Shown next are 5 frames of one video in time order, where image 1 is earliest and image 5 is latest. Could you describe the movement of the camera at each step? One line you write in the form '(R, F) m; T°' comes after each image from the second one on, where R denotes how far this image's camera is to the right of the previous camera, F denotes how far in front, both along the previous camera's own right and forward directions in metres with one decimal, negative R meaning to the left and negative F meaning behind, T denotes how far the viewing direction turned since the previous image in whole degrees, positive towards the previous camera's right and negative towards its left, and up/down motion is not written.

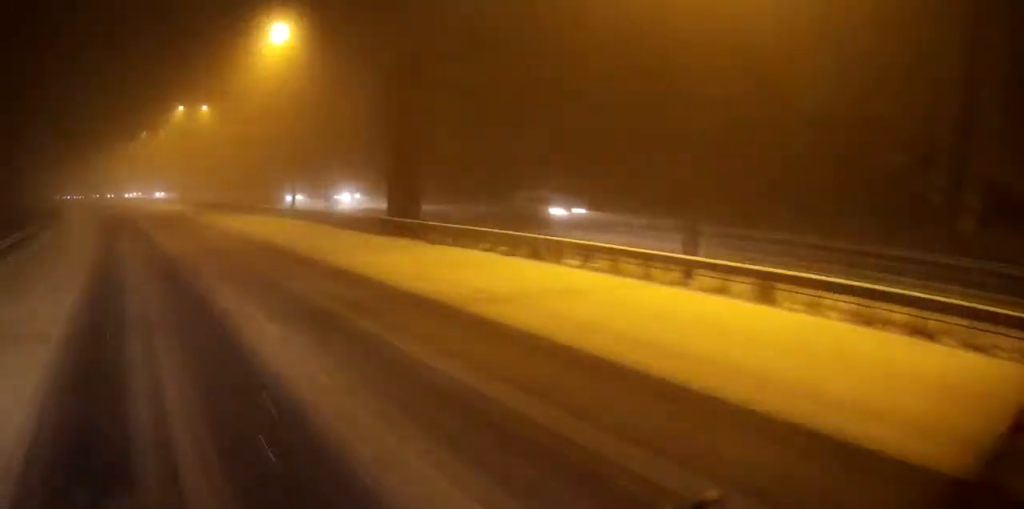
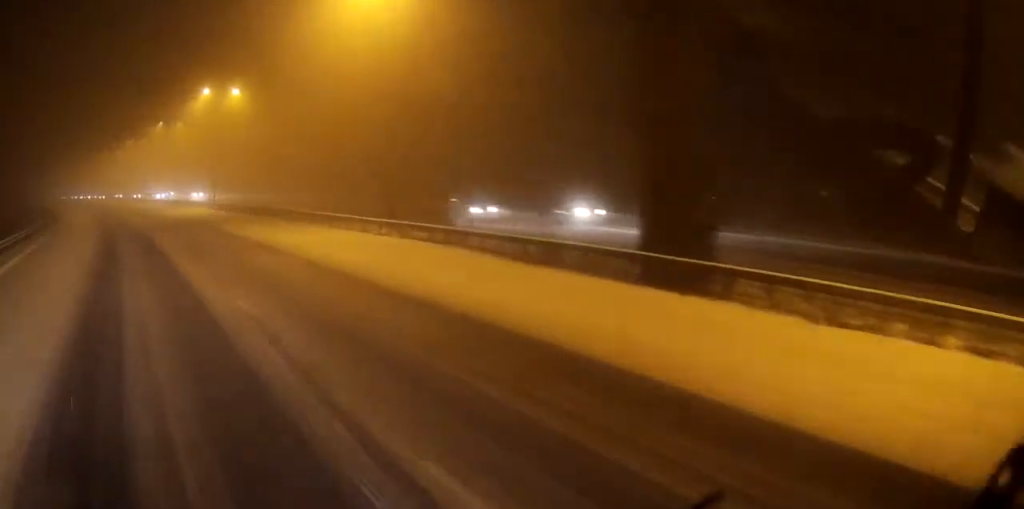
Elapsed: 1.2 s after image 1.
(-0.3, +16.1) m; -1°
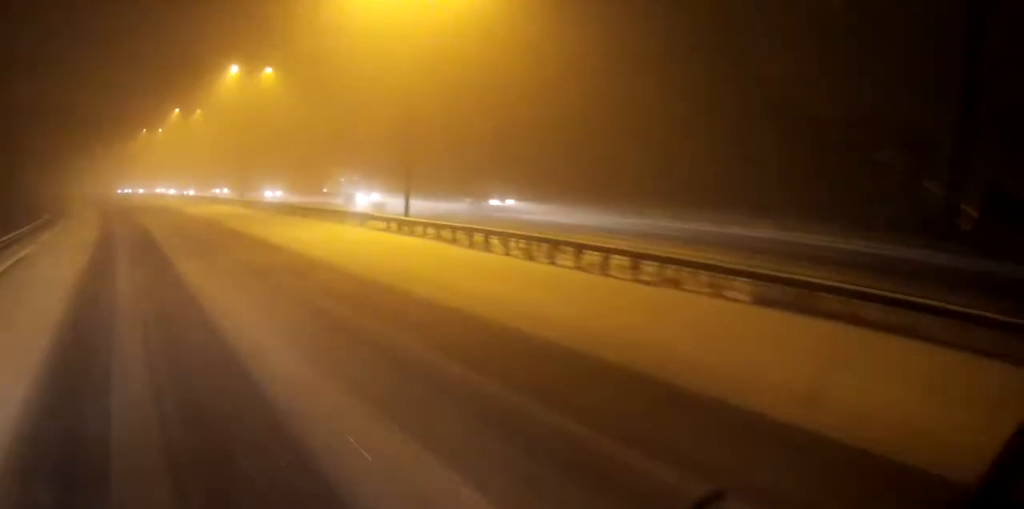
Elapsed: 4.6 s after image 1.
(-0.6, +45.4) m; -2°
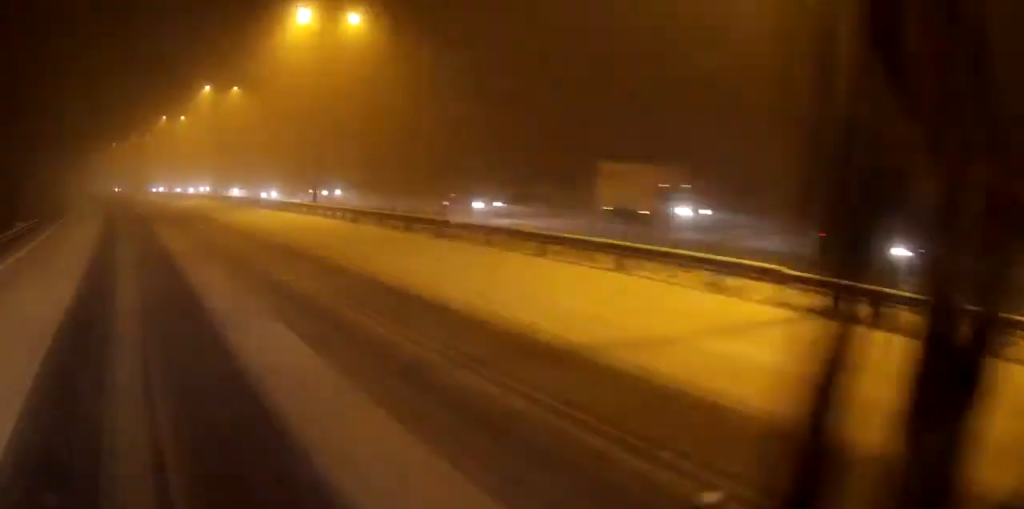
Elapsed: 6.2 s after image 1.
(-0.1, +20.0) m; -1°
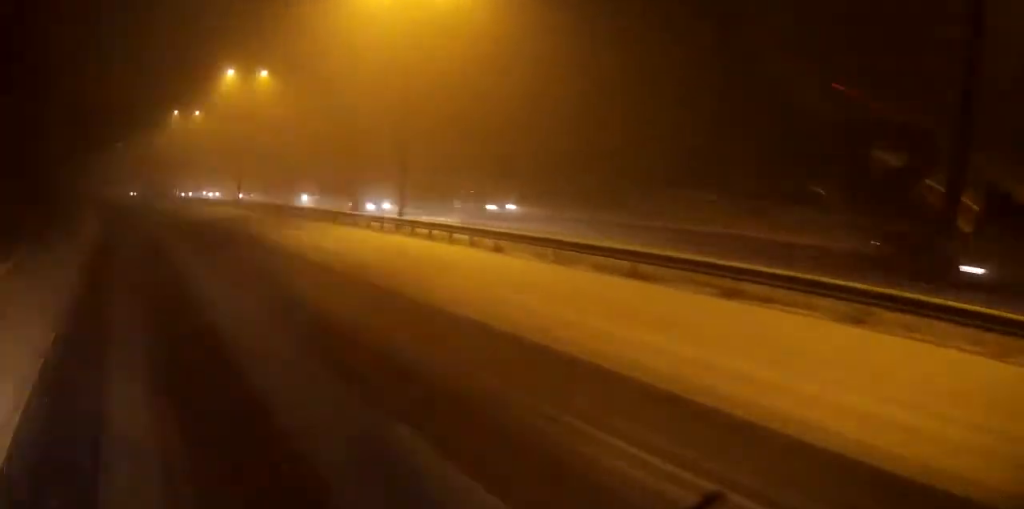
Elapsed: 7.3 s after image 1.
(-0.2, +13.1) m; -1°
